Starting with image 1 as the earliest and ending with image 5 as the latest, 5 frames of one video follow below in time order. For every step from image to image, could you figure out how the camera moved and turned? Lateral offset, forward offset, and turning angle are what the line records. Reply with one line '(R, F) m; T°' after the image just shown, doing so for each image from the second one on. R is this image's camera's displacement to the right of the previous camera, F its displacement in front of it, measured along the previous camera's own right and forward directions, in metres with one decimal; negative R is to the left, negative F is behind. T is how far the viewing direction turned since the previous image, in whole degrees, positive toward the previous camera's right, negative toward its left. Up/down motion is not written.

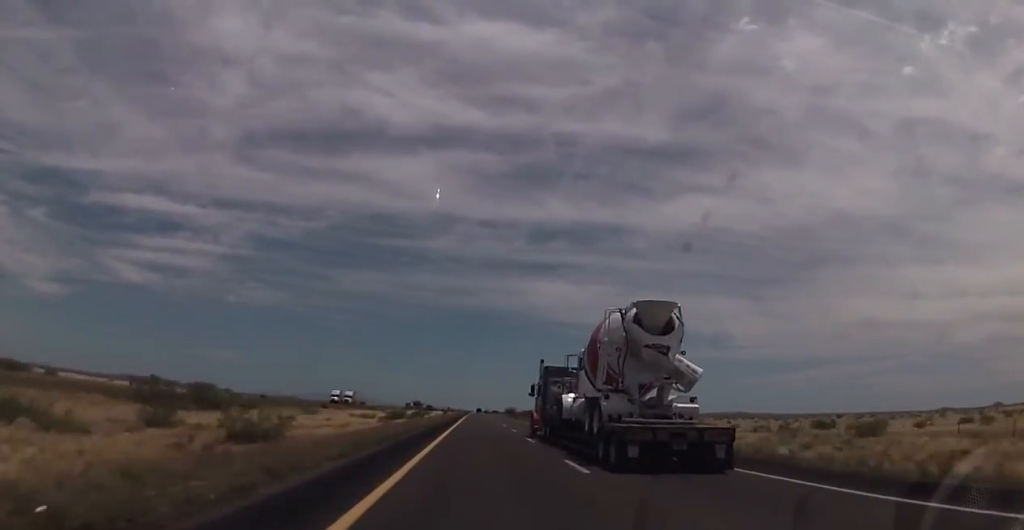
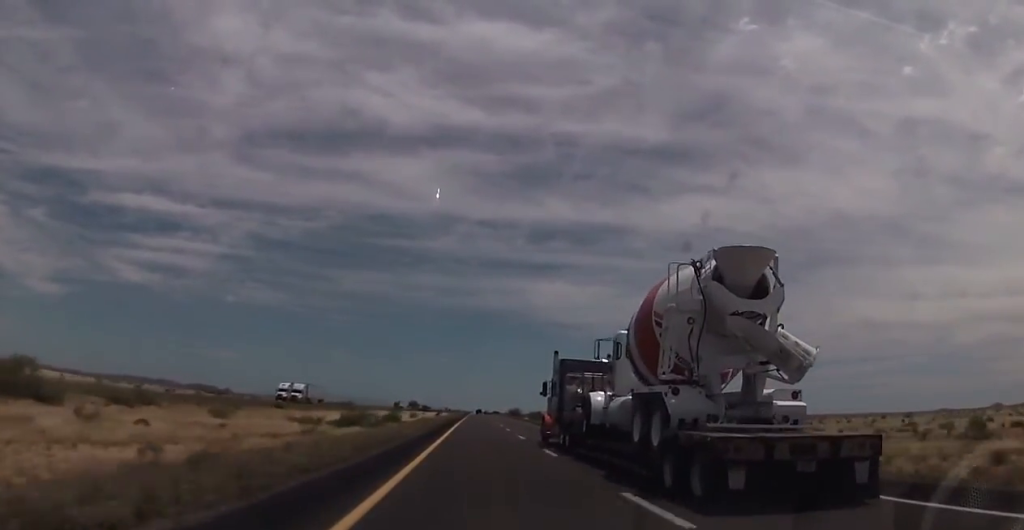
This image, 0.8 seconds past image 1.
(0.0, +31.1) m; 0°
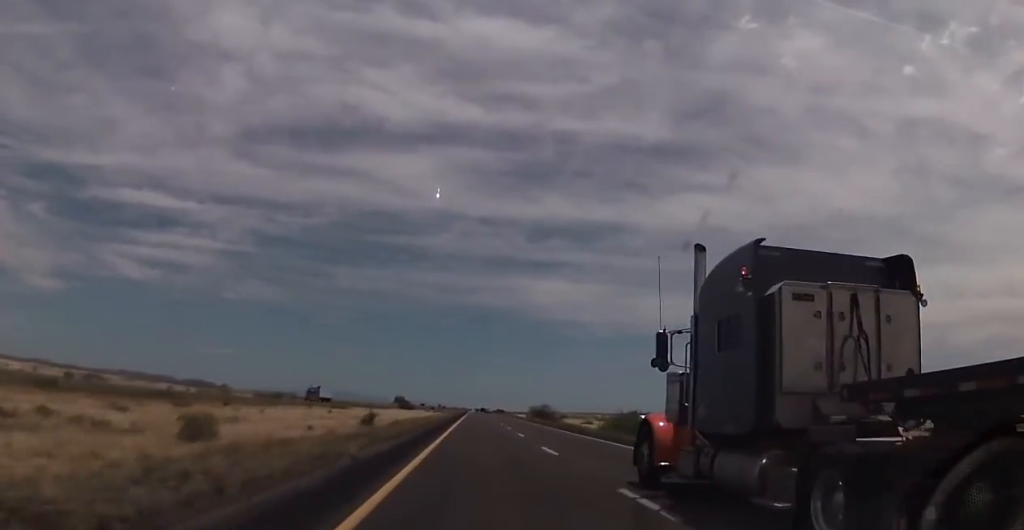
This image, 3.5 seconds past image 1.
(-0.4, +98.1) m; 0°
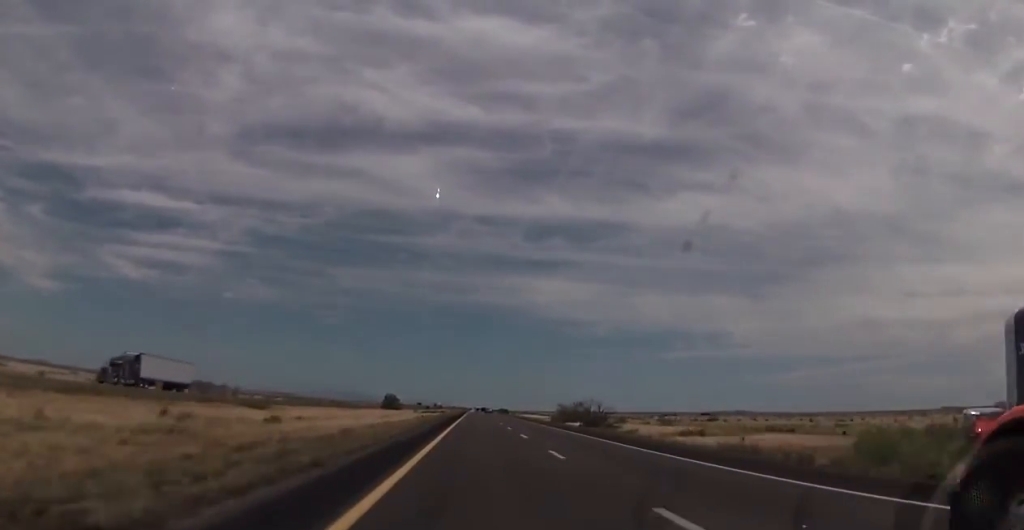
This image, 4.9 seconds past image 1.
(0.0, +51.8) m; 0°
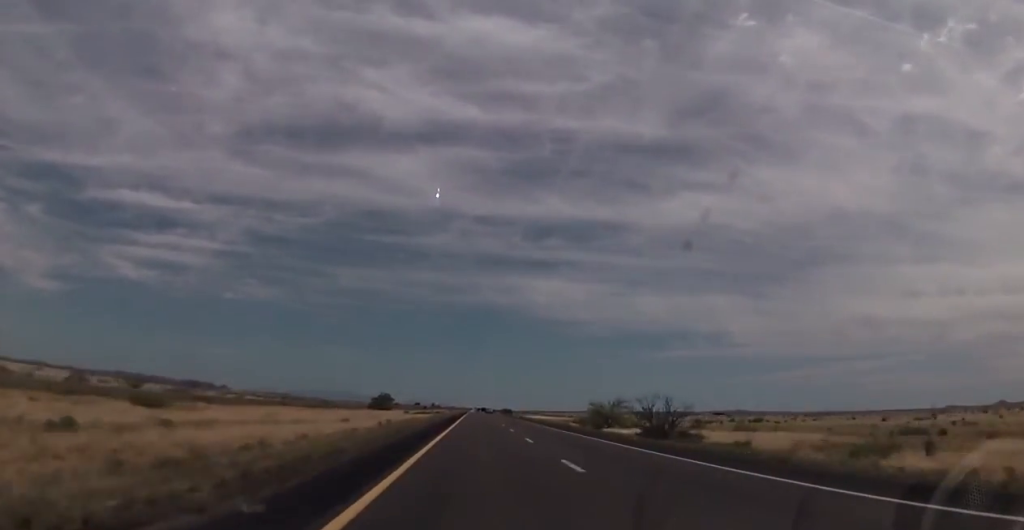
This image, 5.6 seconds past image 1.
(-0.1, +28.3) m; 0°
